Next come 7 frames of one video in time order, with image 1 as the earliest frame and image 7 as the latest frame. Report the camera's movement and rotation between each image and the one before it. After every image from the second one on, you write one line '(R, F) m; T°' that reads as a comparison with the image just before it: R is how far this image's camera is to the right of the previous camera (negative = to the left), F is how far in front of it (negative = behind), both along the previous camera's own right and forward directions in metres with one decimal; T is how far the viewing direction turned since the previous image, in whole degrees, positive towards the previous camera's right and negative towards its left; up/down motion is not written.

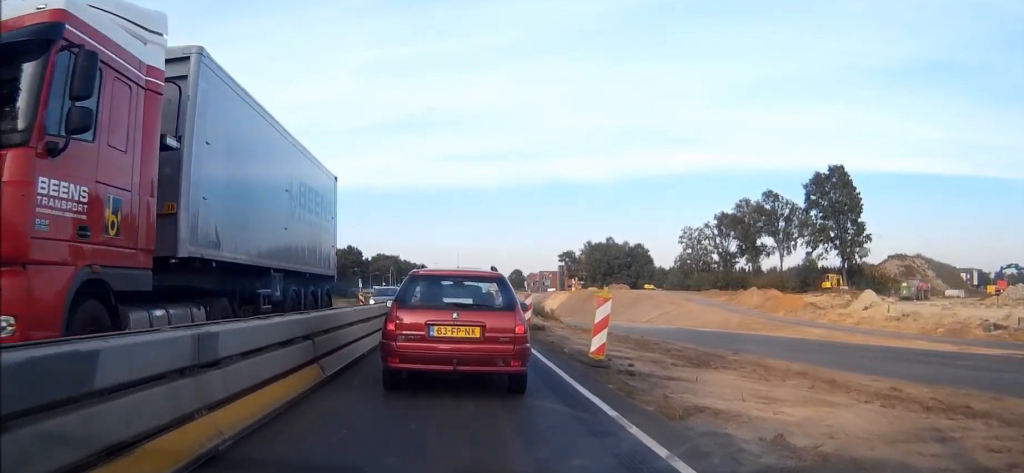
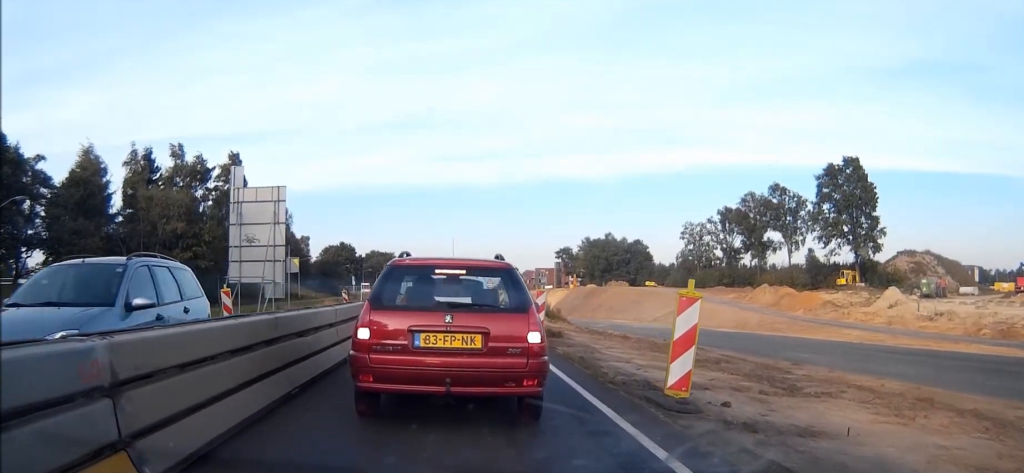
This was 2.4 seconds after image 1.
(-0.3, +4.6) m; -5°
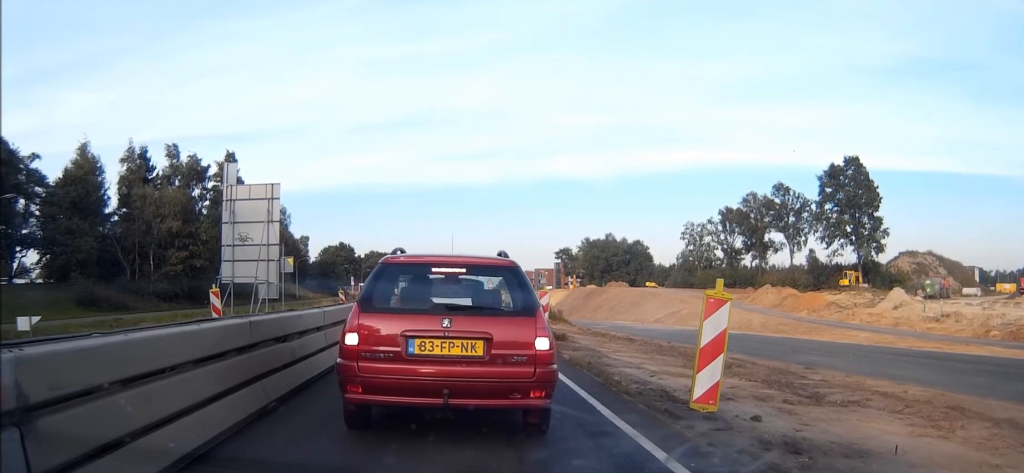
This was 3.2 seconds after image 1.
(0.0, +0.8) m; 0°
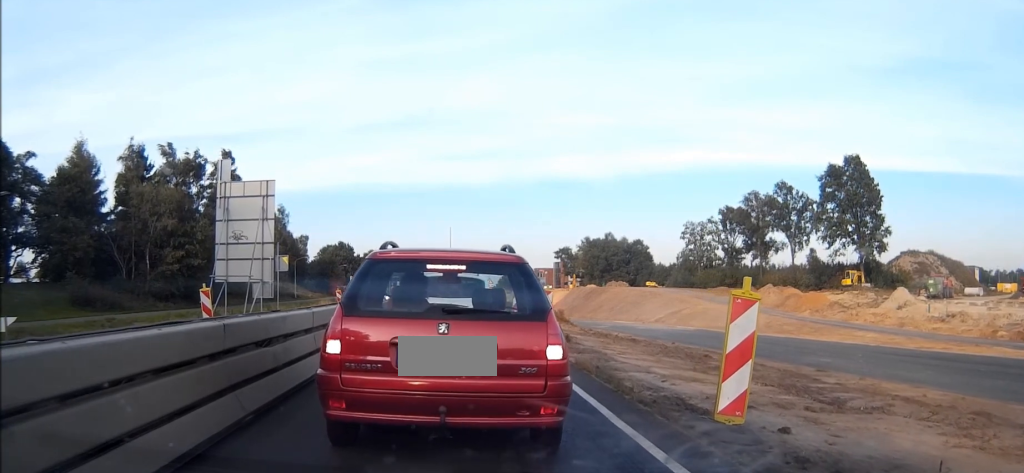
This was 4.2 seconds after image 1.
(+0.1, +0.5) m; 0°
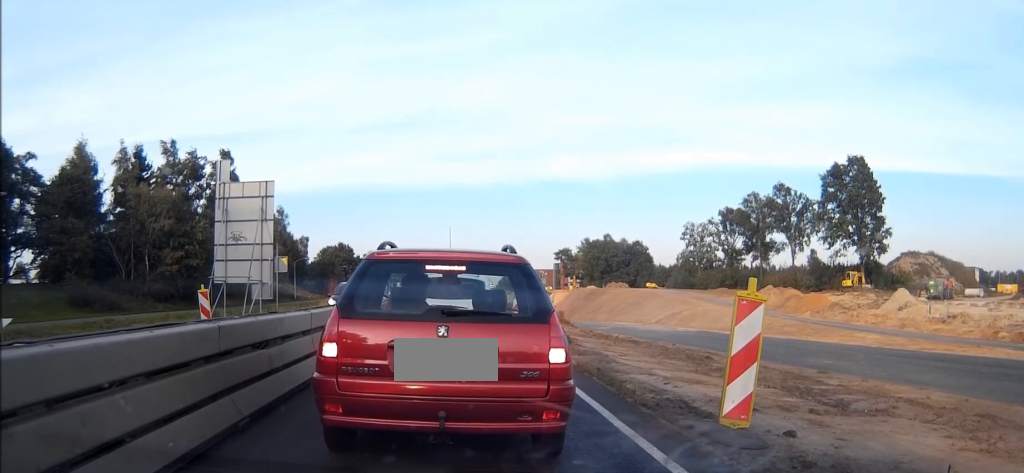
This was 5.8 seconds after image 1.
(0.0, 0.0) m; 0°
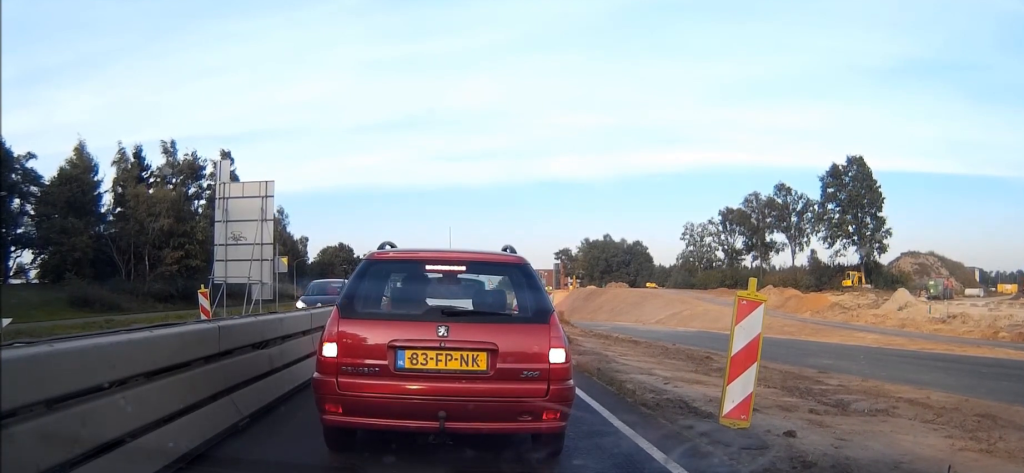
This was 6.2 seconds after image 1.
(0.0, 0.0) m; 0°
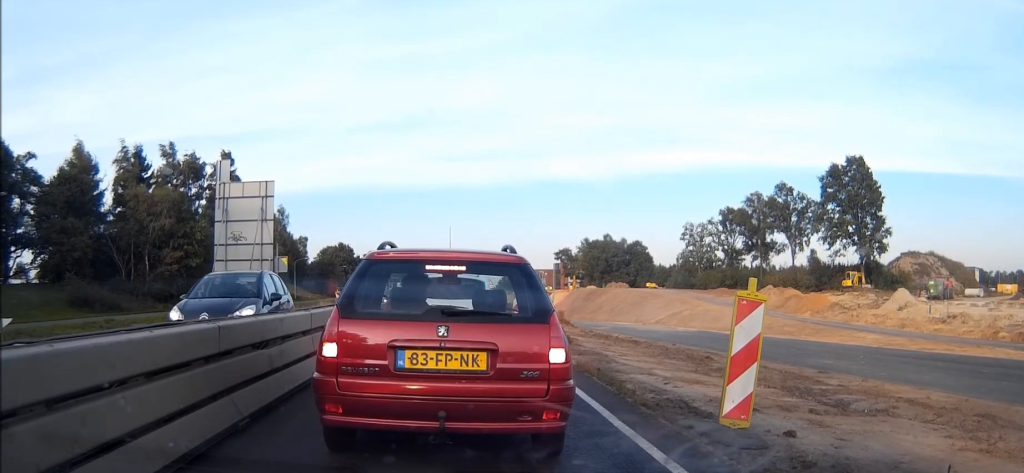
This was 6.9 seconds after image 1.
(0.0, 0.0) m; 0°
